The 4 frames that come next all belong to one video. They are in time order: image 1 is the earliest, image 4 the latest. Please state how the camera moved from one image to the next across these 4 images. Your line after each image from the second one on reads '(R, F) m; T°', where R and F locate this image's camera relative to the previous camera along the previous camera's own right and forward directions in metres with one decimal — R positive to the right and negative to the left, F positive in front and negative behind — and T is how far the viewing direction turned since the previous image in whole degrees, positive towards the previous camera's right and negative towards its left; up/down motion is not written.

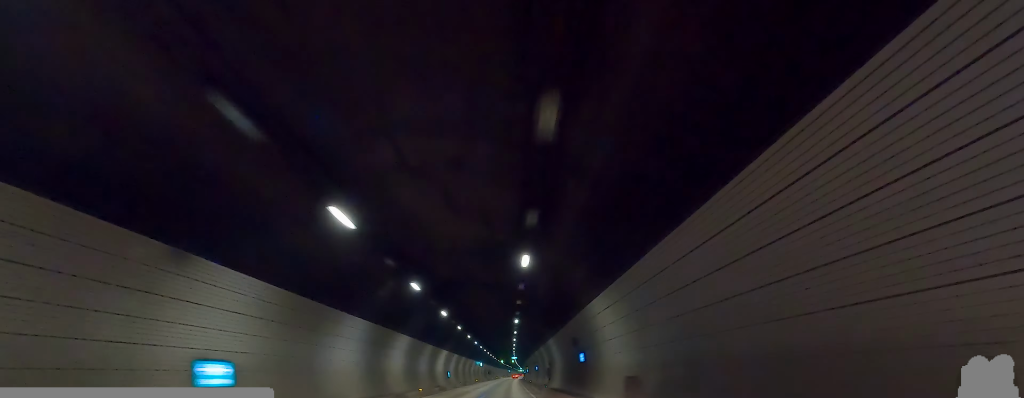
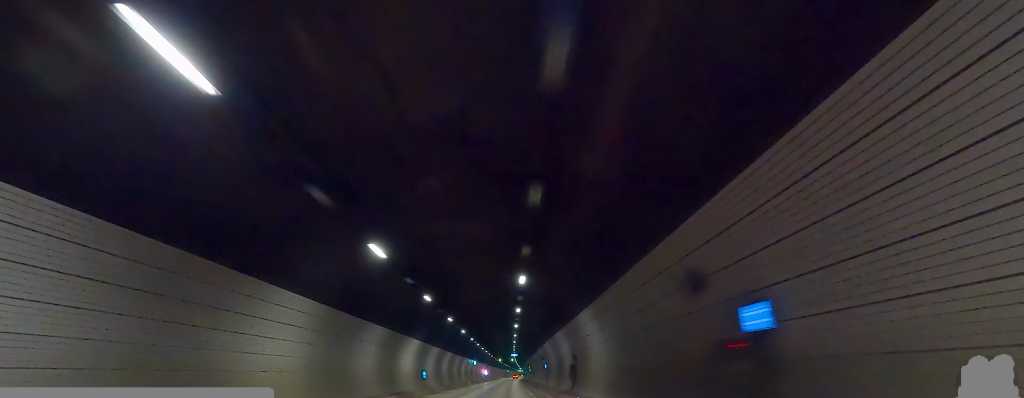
(-0.4, +18.0) m; 0°
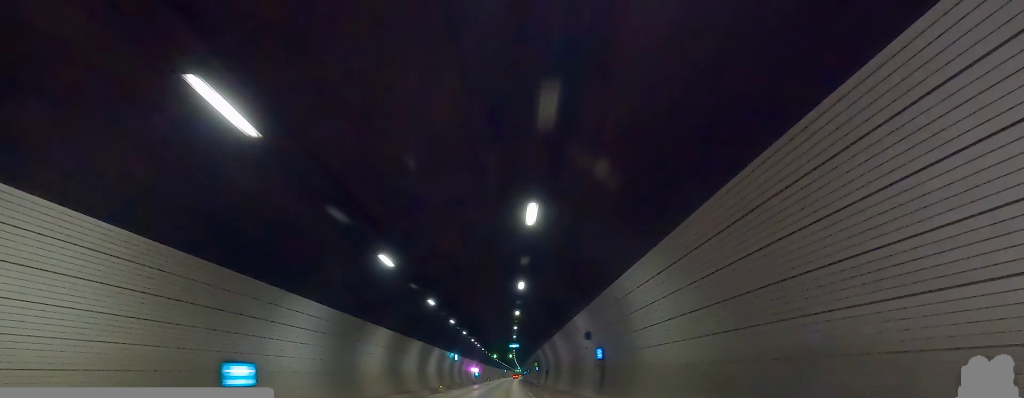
(+0.4, +31.0) m; 0°
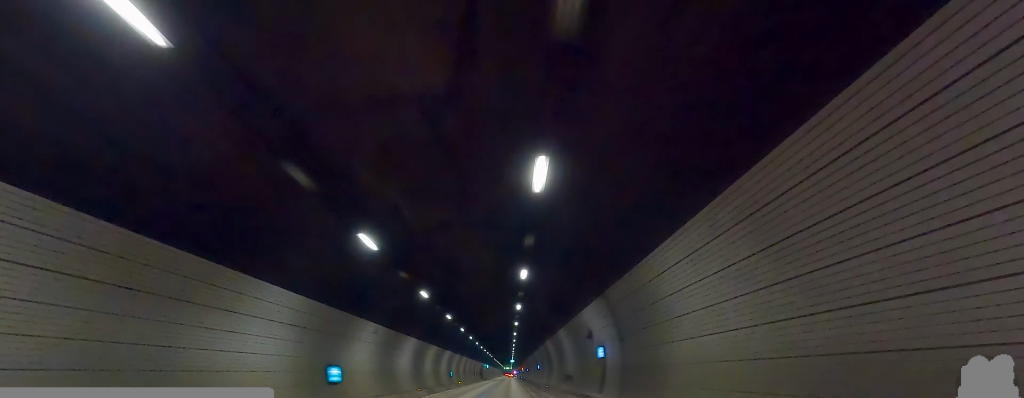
(+2.1, +129.4) m; +2°
